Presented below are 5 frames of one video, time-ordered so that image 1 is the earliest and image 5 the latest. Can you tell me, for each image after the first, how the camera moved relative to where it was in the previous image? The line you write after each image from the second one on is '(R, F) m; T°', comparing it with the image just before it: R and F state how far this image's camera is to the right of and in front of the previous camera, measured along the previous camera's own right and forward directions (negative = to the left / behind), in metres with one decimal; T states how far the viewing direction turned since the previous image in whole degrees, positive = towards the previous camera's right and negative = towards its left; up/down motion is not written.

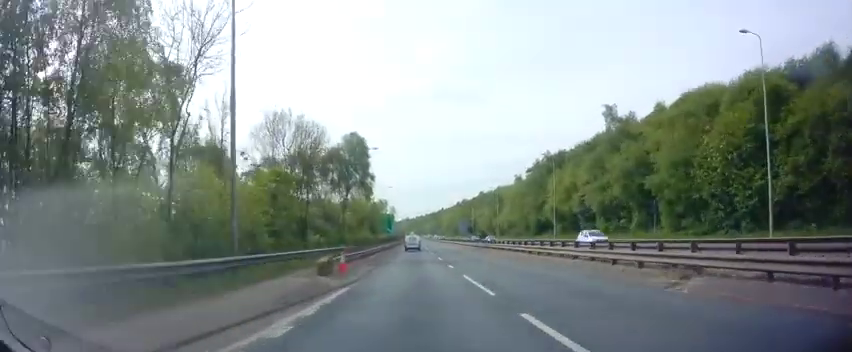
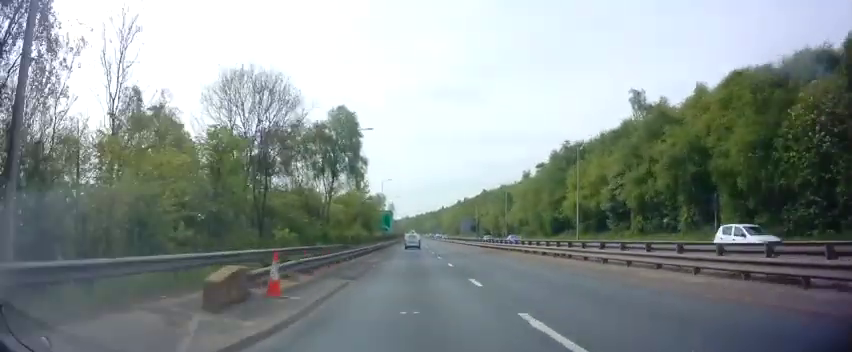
(0.0, +9.1) m; 0°
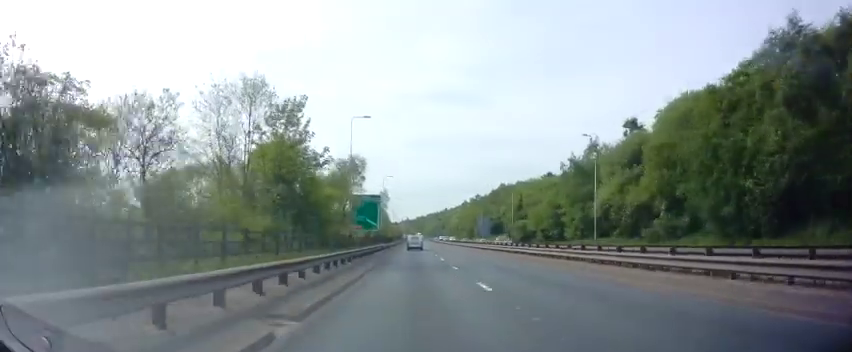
(+0.1, +46.9) m; +1°
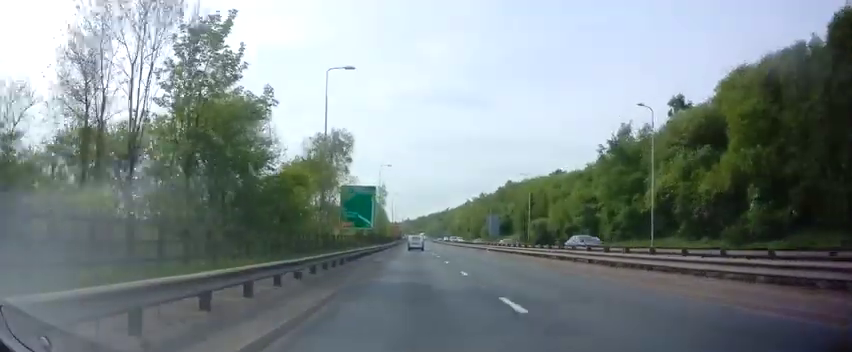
(+0.1, +12.6) m; 0°
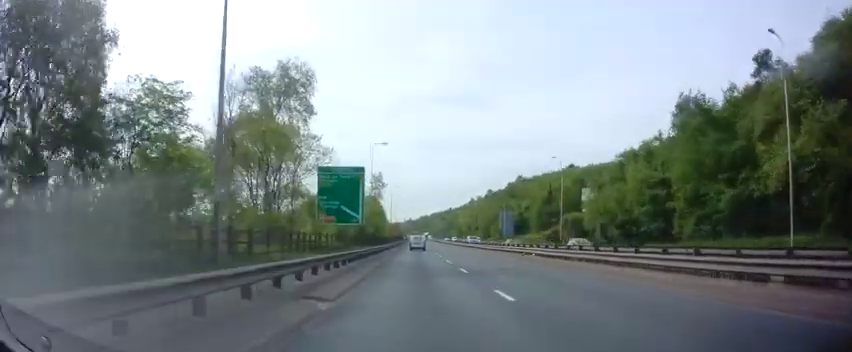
(0.0, +16.4) m; -1°
